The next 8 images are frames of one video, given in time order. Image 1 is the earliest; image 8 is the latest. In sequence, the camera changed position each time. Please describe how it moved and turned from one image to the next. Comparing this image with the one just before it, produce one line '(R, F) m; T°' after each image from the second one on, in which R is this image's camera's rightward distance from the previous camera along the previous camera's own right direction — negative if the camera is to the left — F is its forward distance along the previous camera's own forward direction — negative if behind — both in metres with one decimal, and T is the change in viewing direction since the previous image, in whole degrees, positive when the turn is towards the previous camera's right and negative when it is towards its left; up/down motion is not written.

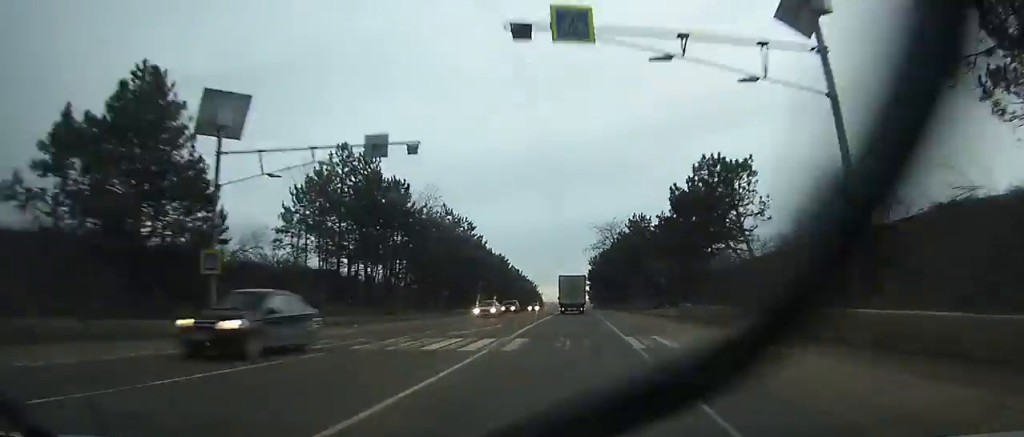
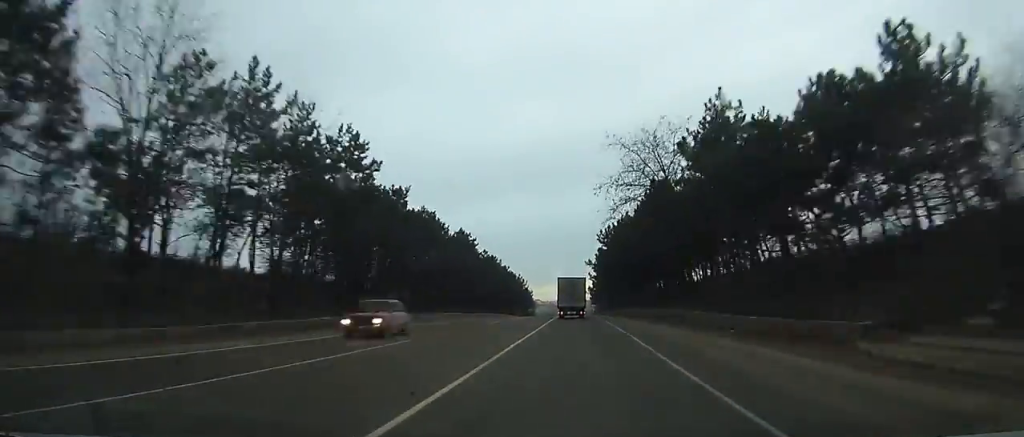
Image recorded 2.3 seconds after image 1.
(+0.1, +37.7) m; 0°
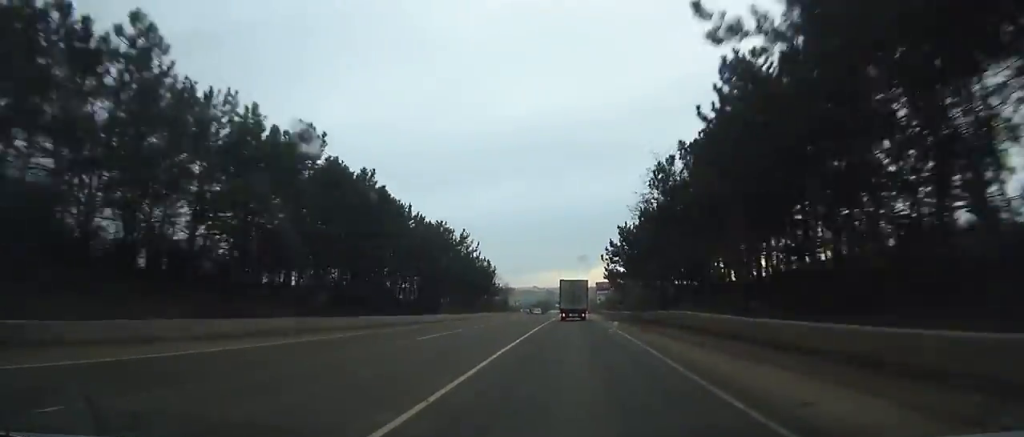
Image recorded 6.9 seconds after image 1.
(+0.4, +71.5) m; 0°
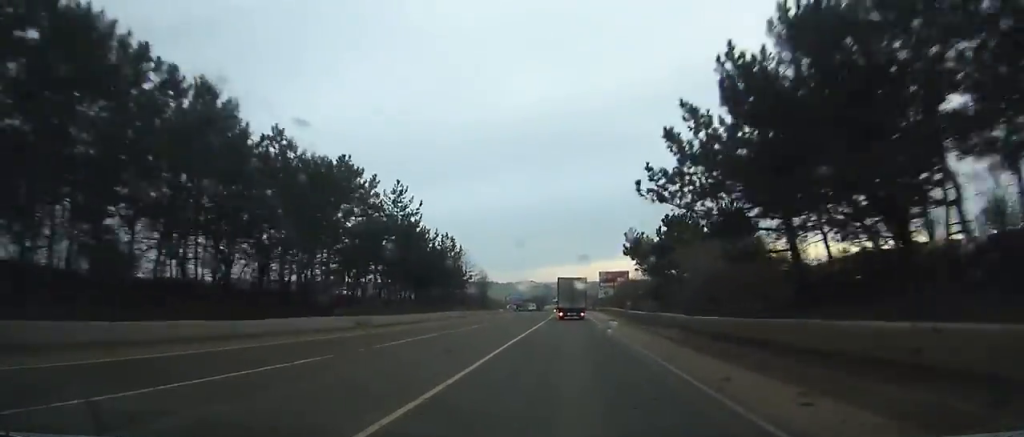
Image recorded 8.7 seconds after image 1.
(0.0, +26.8) m; 0°
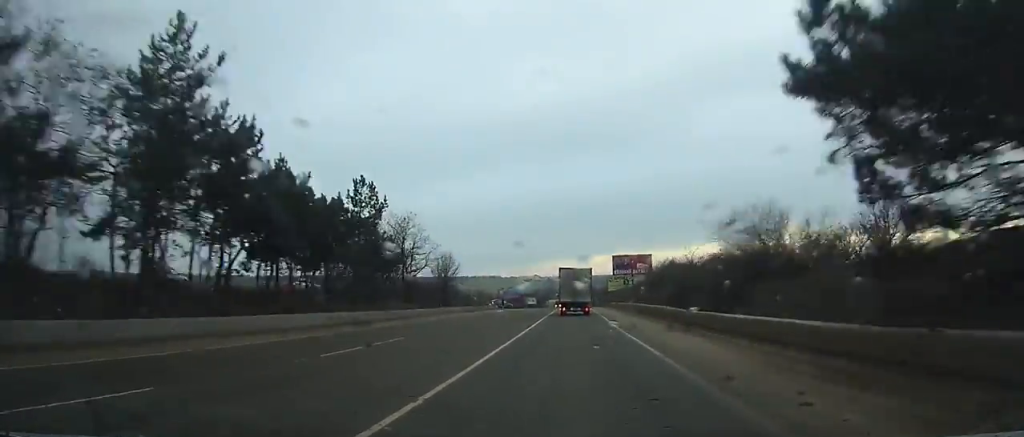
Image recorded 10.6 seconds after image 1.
(+0.1, +27.9) m; 0°
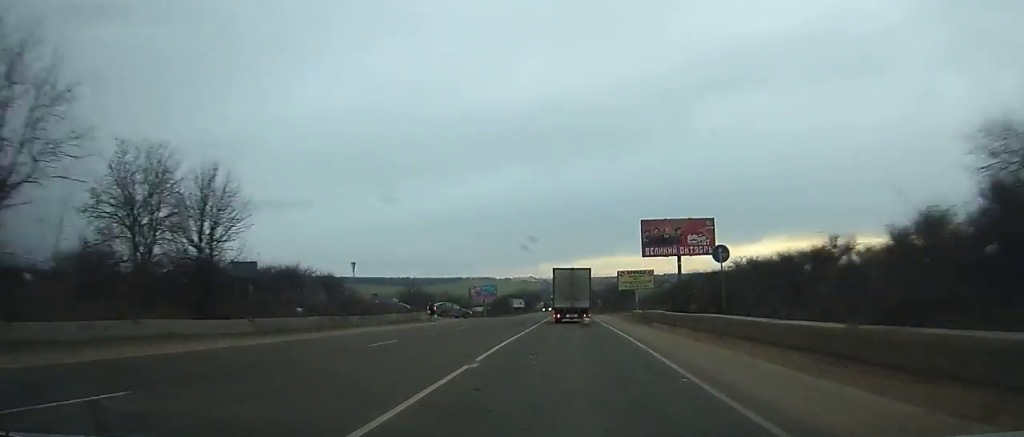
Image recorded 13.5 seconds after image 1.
(-0.4, +41.7) m; 0°
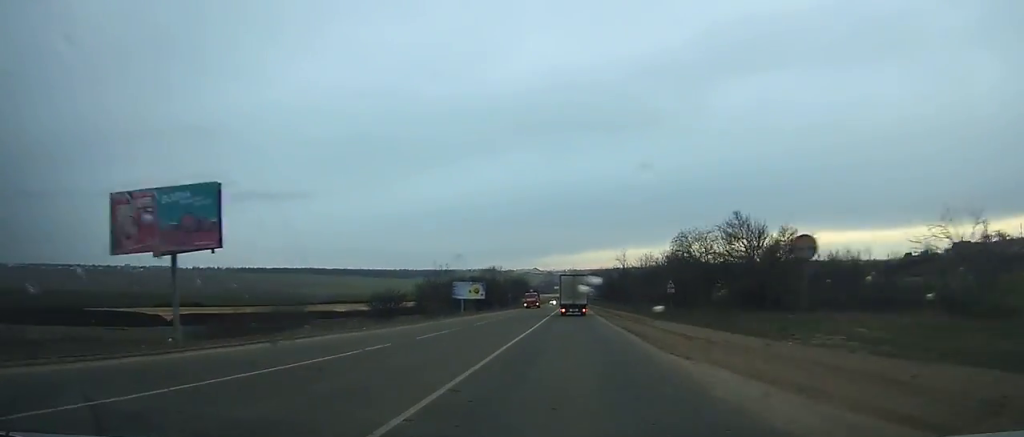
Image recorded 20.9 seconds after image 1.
(+0.7, +113.5) m; 0°
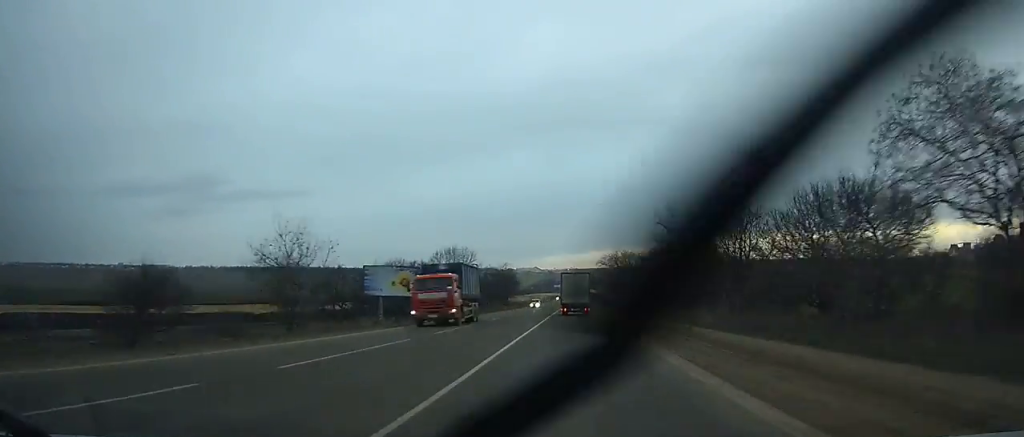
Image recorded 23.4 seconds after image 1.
(0.0, +42.9) m; 0°
